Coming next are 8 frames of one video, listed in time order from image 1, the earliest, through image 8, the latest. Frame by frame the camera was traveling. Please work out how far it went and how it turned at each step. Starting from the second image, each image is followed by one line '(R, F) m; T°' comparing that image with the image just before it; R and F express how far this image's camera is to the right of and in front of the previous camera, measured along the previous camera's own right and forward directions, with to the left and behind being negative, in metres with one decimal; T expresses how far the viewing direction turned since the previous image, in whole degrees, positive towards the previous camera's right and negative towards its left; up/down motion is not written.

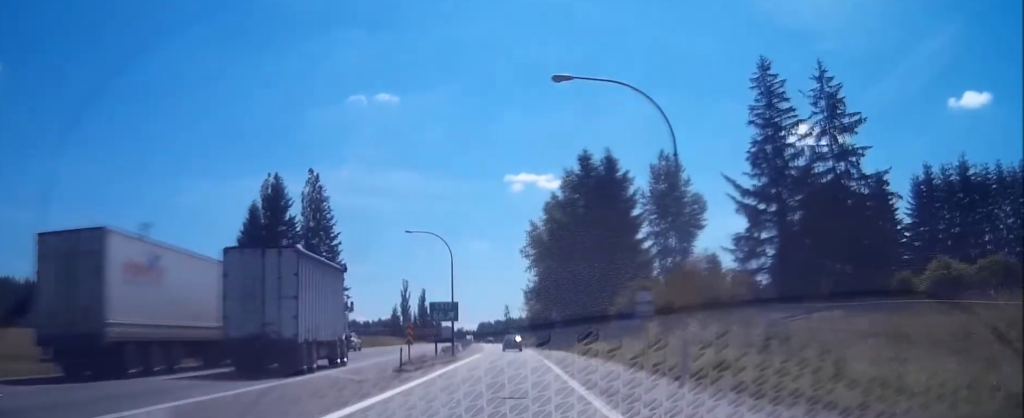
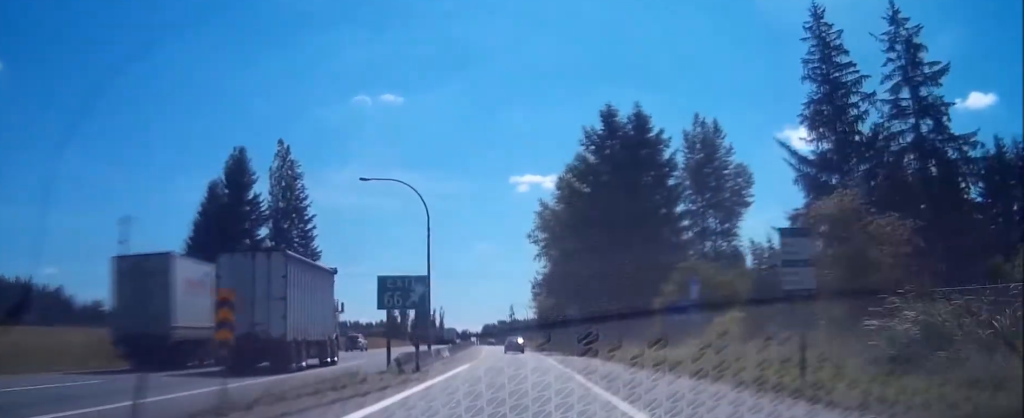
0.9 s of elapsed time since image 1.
(-0.2, +20.3) m; -1°
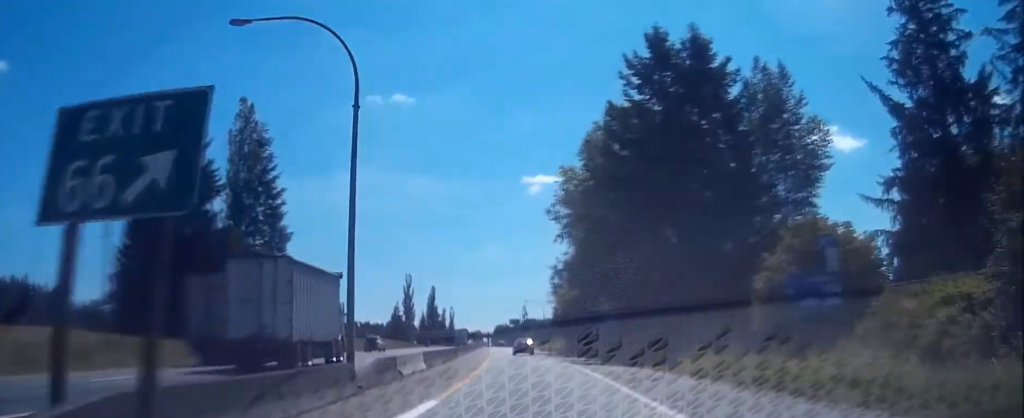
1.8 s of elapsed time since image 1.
(-0.3, +21.4) m; -1°
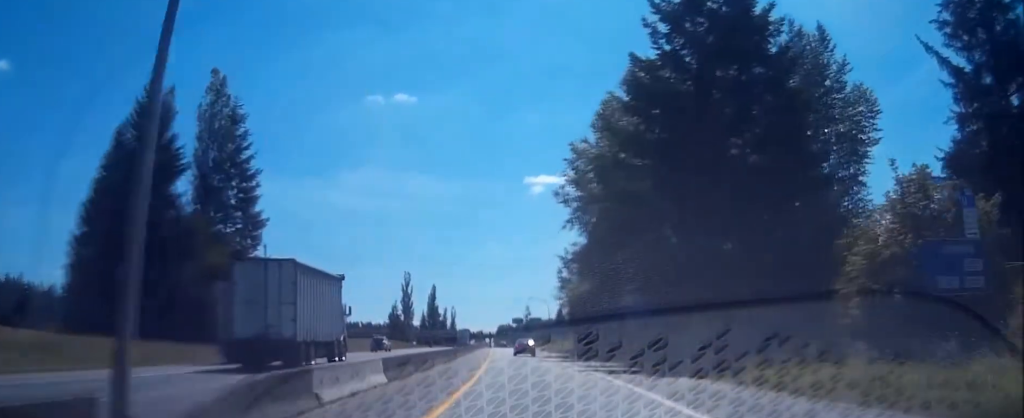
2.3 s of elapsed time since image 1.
(0.0, +10.5) m; 0°
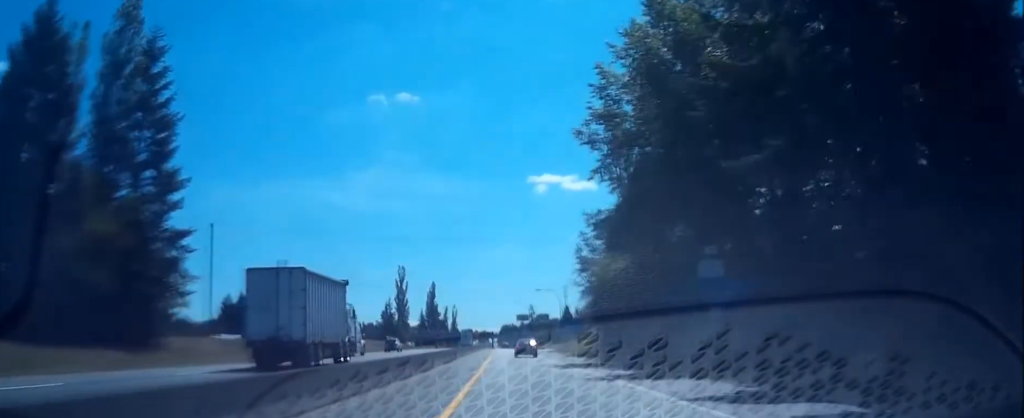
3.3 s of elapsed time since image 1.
(0.0, +22.2) m; 0°
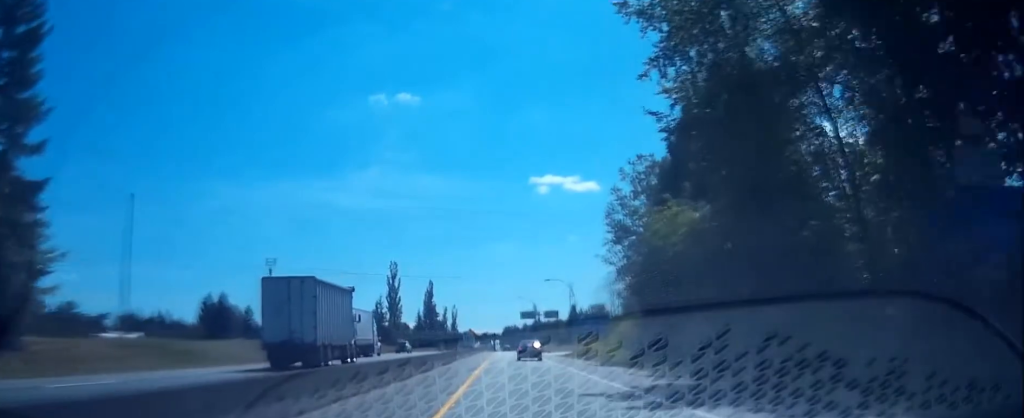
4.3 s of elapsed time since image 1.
(-0.2, +21.5) m; -1°
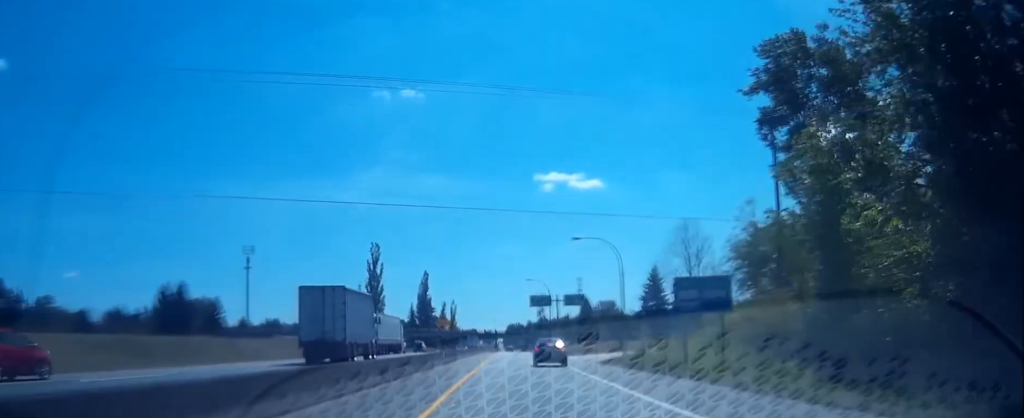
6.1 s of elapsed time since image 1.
(-0.2, +35.1) m; 0°
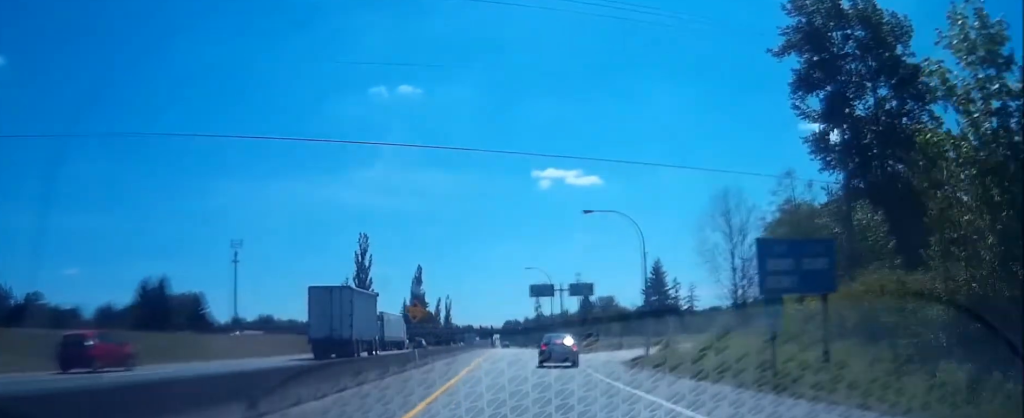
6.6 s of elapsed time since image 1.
(0.0, +9.9) m; 0°
